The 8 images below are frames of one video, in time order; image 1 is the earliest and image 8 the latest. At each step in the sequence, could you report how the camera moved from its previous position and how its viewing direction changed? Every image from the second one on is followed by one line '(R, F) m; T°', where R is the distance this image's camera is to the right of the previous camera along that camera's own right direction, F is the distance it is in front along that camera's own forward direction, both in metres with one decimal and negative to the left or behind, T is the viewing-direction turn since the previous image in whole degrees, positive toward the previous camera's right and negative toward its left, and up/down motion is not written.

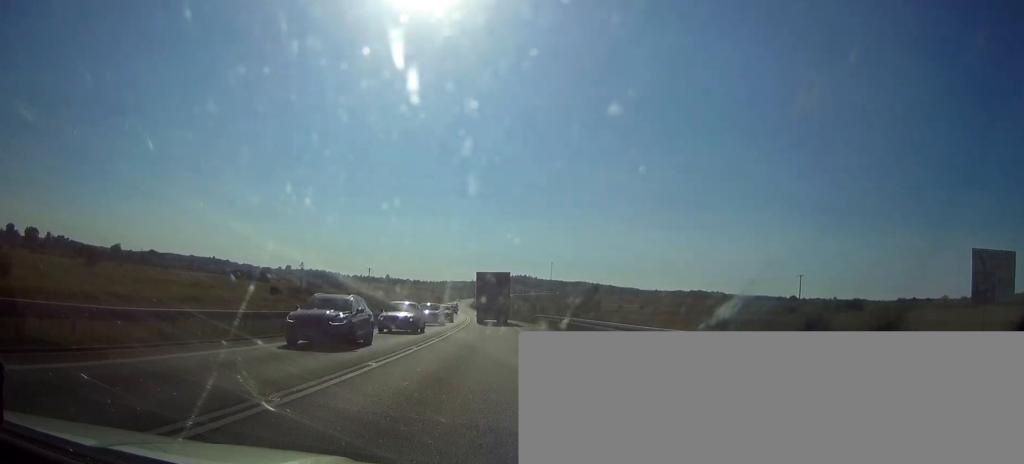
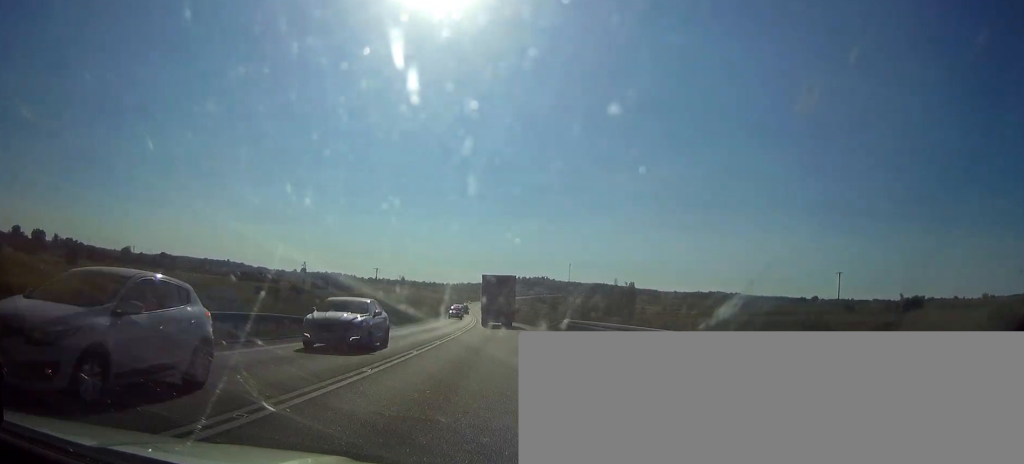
(-0.3, +19.4) m; -2°
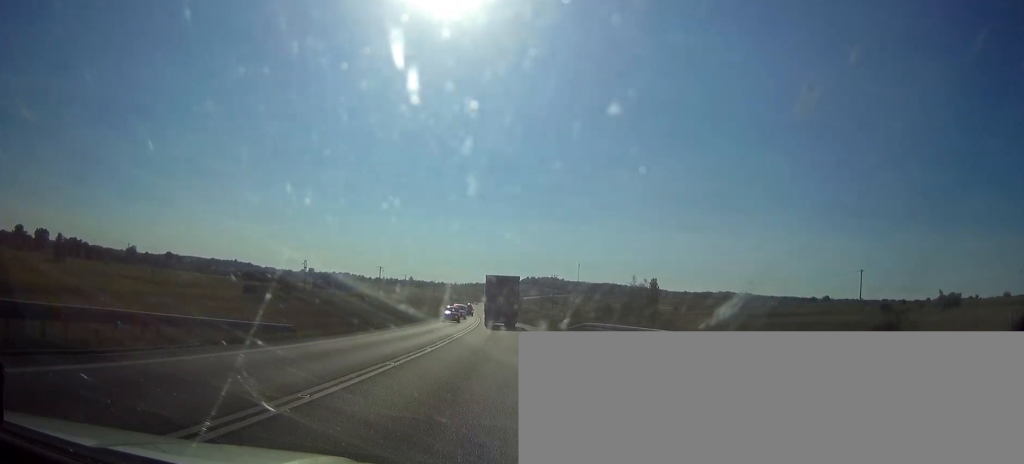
(-0.1, +10.2) m; -1°
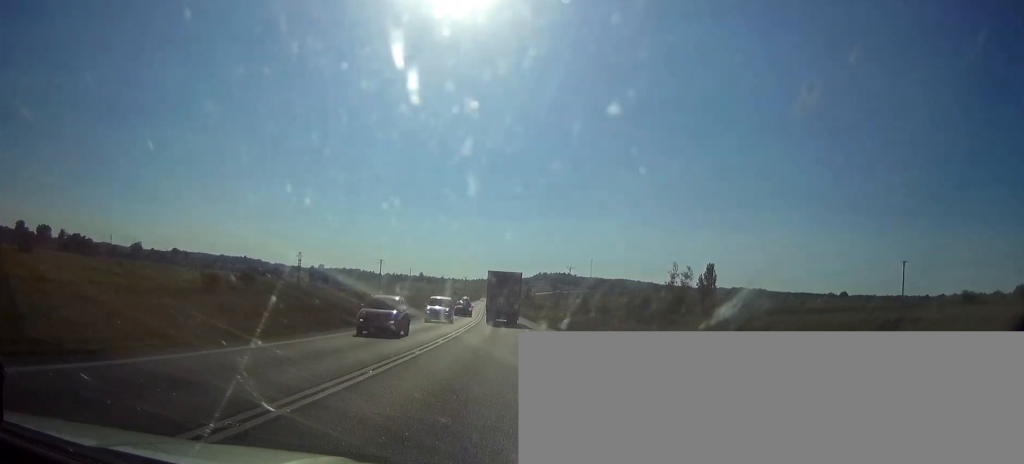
(-0.3, +20.5) m; -1°
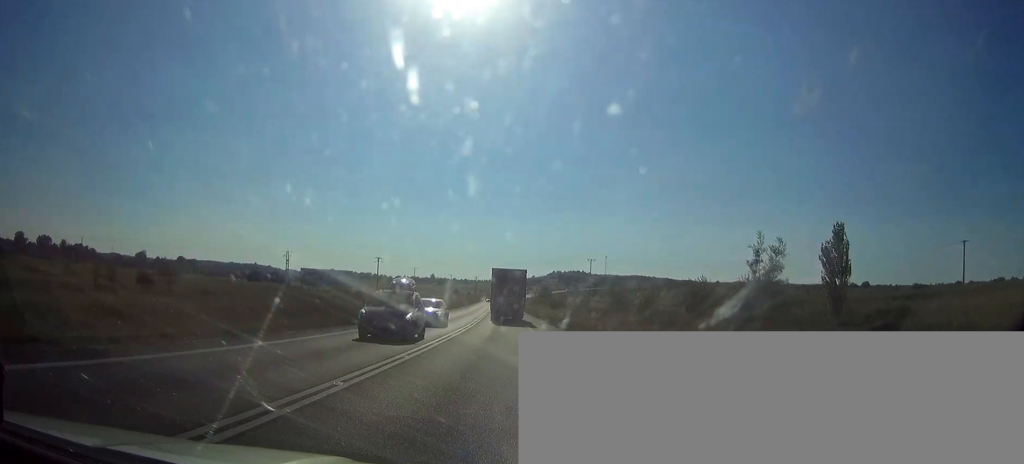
(-0.3, +26.2) m; -1°
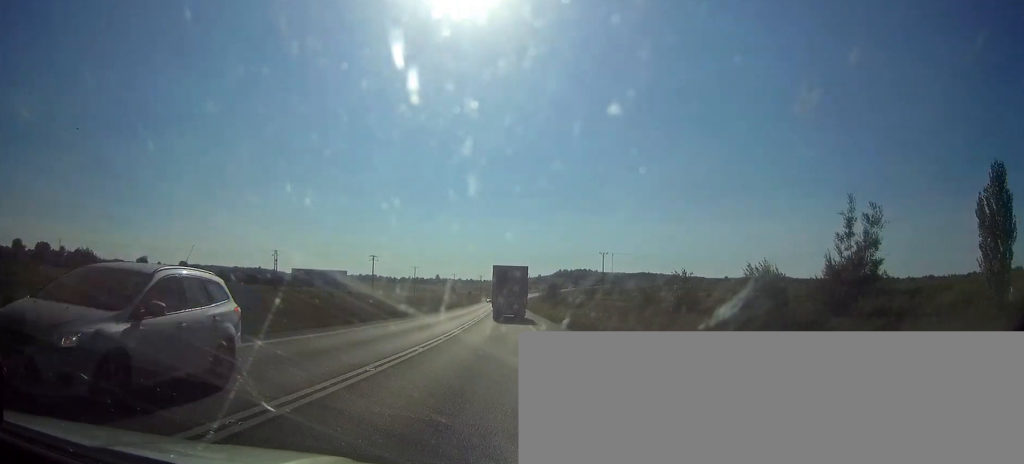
(-0.1, +15.9) m; 0°
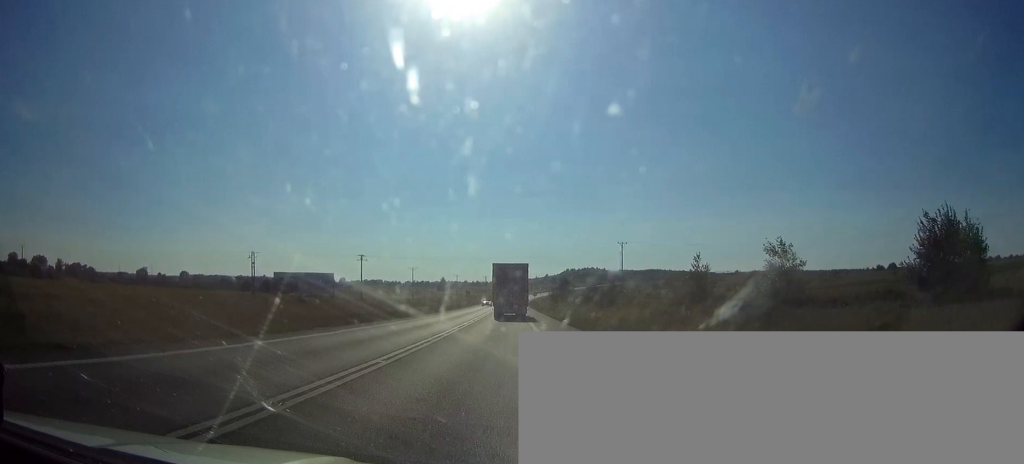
(-0.1, +23.0) m; 0°
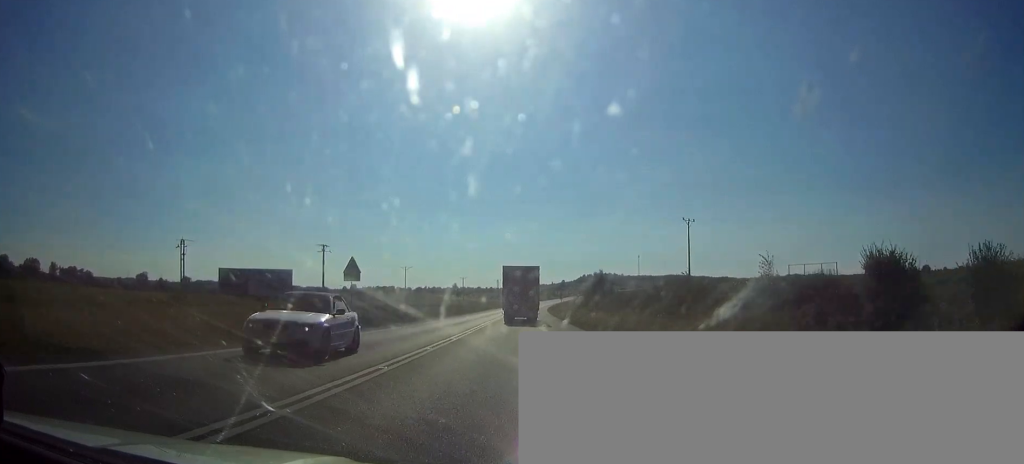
(-0.6, +48.9) m; -1°
